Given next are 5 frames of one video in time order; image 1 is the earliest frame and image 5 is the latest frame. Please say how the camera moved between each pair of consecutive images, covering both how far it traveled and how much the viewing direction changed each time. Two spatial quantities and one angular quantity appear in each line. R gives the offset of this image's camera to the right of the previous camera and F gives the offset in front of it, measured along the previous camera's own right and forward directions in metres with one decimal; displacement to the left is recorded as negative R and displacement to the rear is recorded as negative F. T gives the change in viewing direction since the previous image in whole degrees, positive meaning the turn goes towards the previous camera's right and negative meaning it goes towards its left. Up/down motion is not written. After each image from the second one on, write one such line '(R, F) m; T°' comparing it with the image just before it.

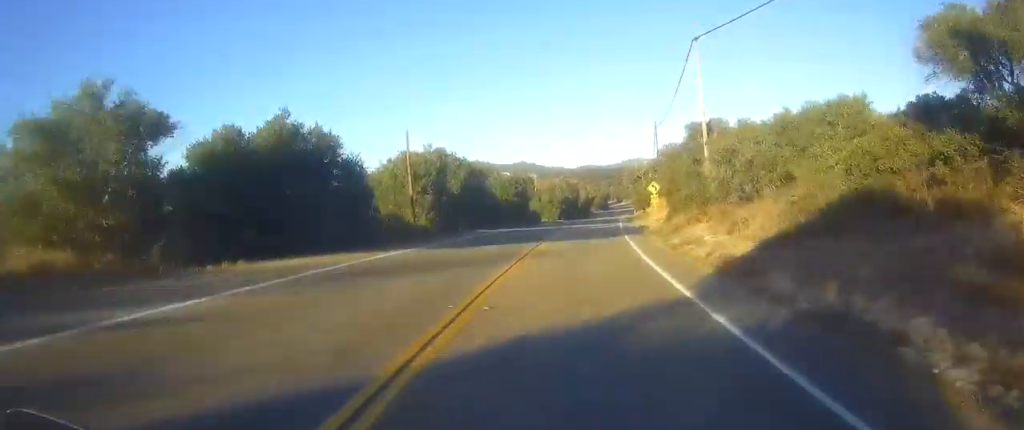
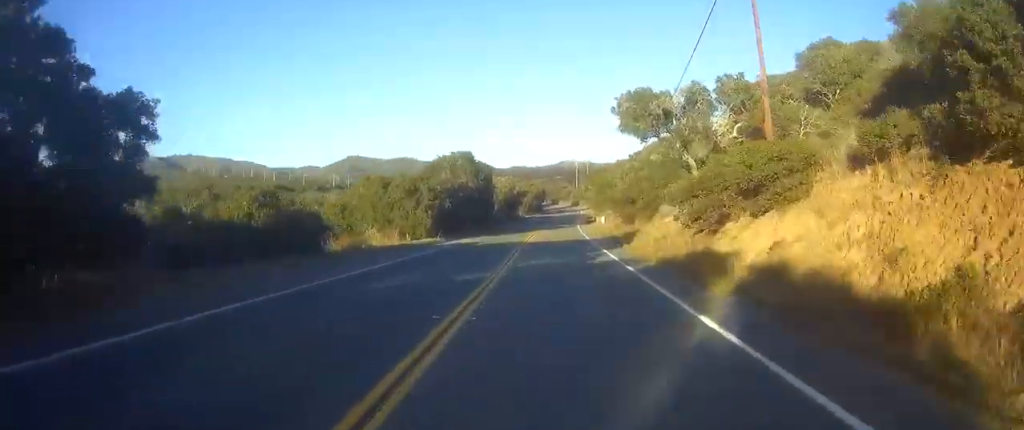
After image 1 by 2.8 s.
(+5.7, +67.4) m; +7°
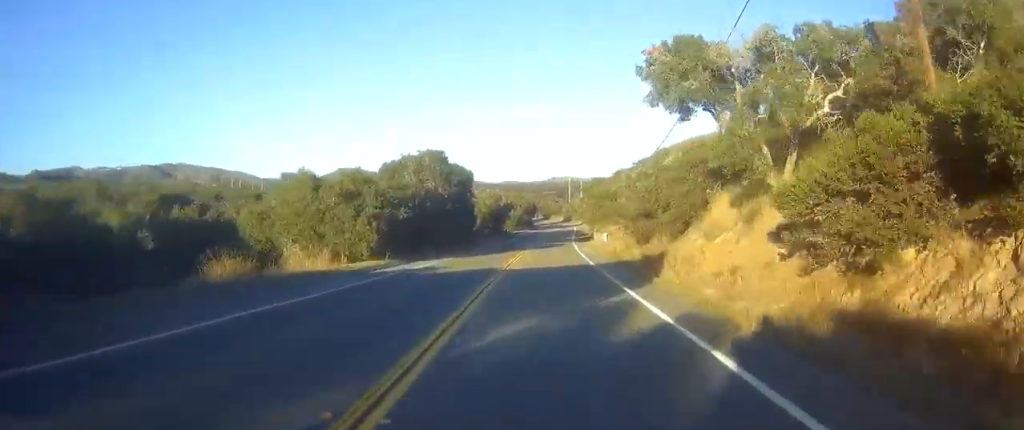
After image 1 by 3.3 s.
(0.0, +11.8) m; 0°
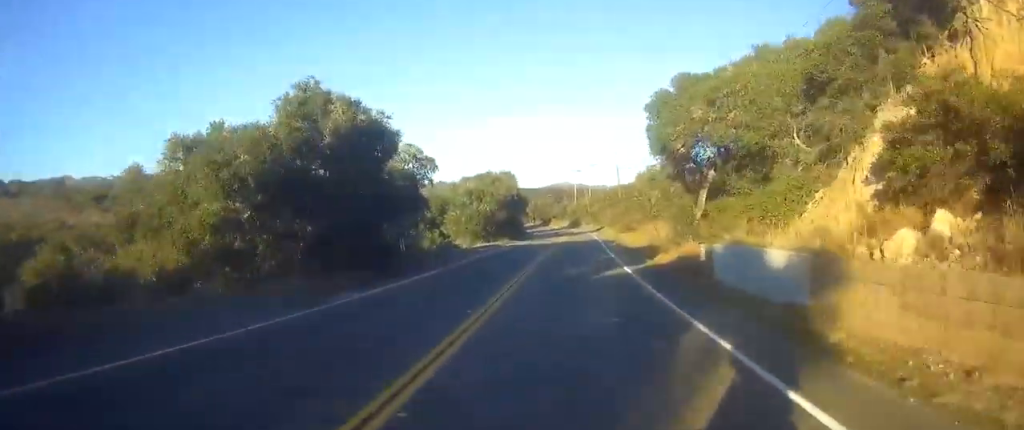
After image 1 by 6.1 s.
(+0.1, +64.0) m; 0°
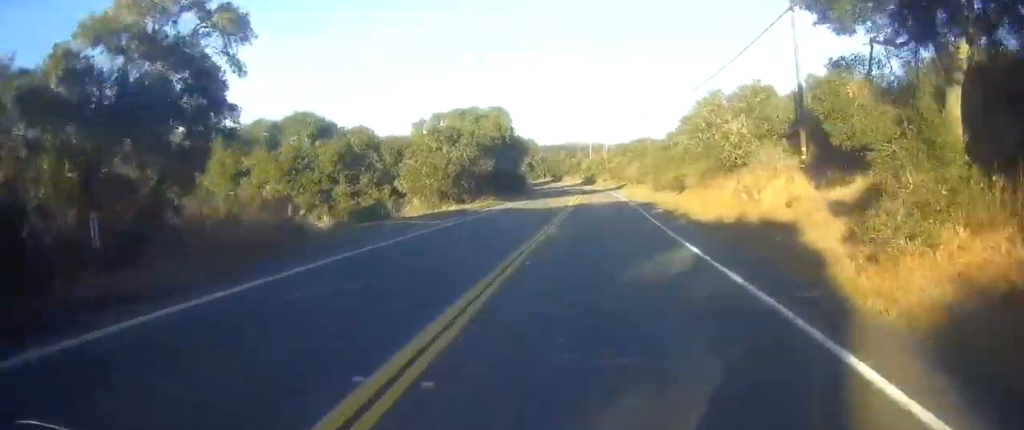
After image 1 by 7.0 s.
(-0.2, +22.4) m; 0°
